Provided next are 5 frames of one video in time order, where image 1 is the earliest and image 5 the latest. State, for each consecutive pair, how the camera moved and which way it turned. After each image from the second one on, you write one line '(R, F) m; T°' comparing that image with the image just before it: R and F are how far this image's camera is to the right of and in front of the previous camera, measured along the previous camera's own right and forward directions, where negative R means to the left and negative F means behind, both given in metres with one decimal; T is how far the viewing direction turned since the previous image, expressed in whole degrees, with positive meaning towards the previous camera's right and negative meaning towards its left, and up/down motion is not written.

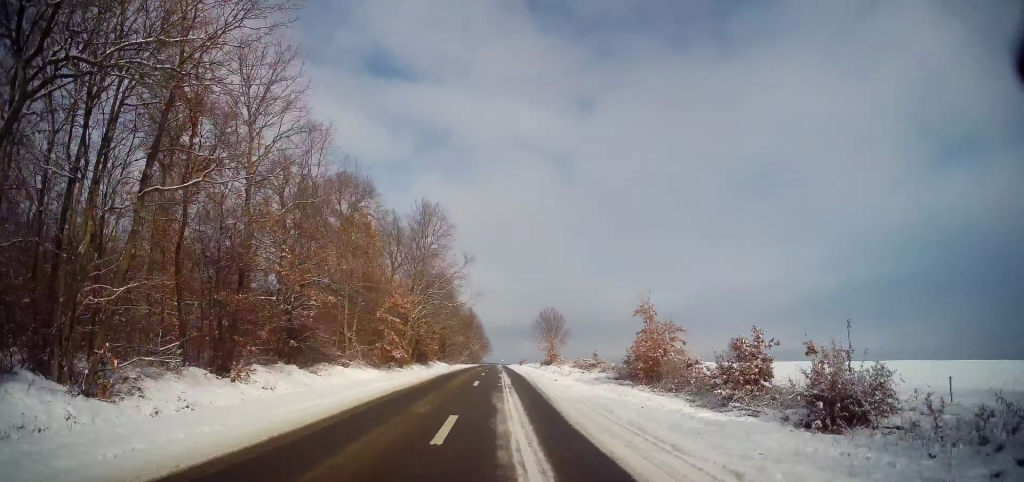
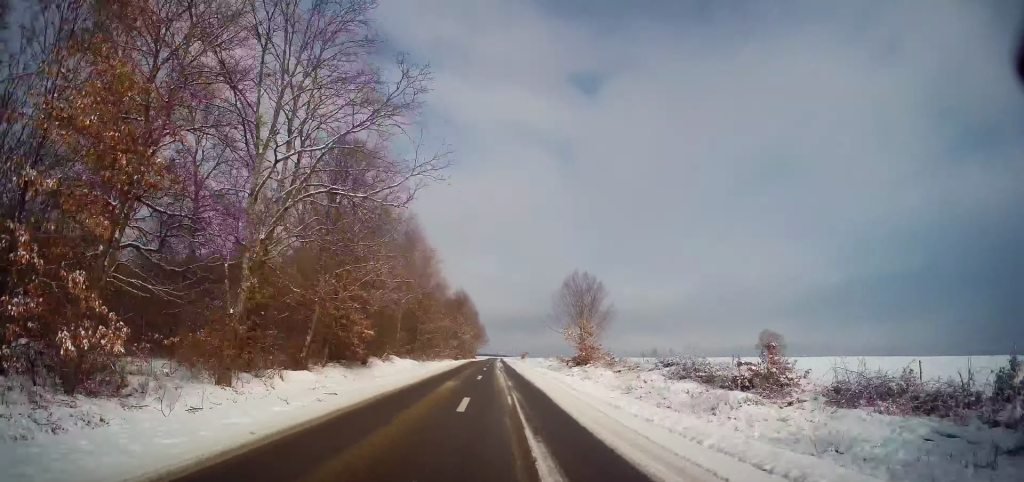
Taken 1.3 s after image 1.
(+0.2, +30.1) m; 0°
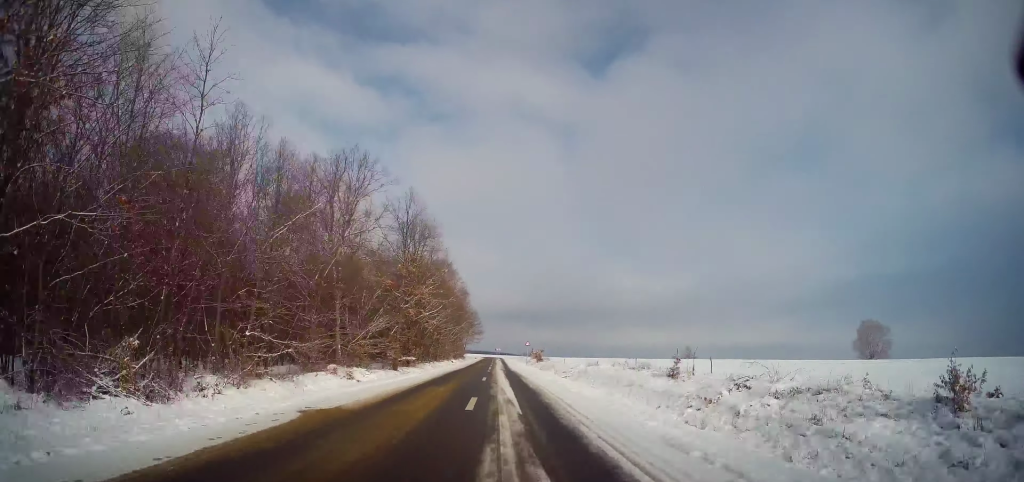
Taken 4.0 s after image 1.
(0.0, +59.0) m; 0°
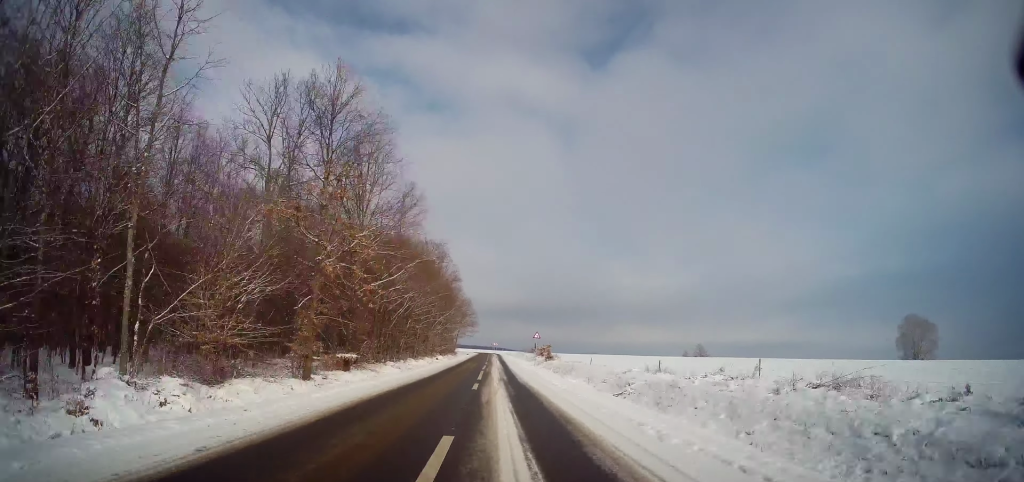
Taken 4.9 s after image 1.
(0.0, +18.7) m; +1°
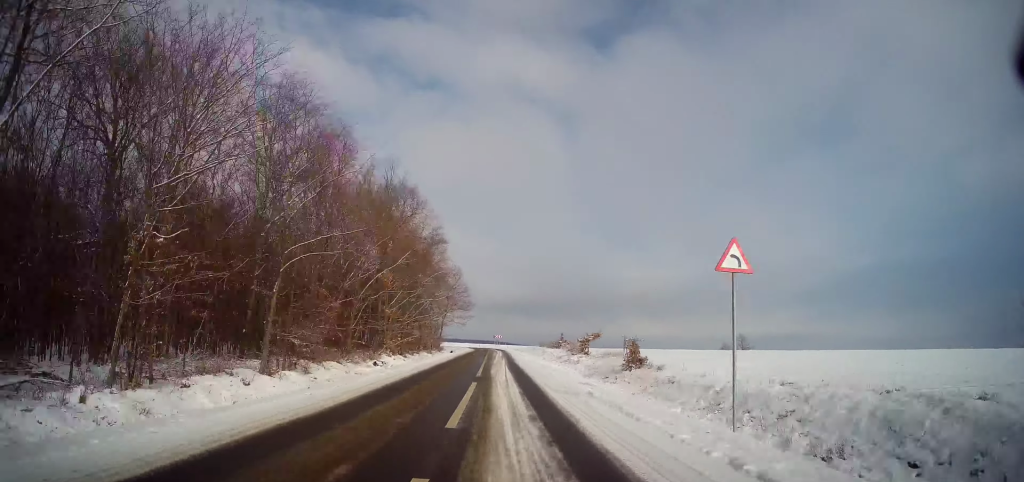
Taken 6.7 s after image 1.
(+0.6, +38.5) m; +1°
